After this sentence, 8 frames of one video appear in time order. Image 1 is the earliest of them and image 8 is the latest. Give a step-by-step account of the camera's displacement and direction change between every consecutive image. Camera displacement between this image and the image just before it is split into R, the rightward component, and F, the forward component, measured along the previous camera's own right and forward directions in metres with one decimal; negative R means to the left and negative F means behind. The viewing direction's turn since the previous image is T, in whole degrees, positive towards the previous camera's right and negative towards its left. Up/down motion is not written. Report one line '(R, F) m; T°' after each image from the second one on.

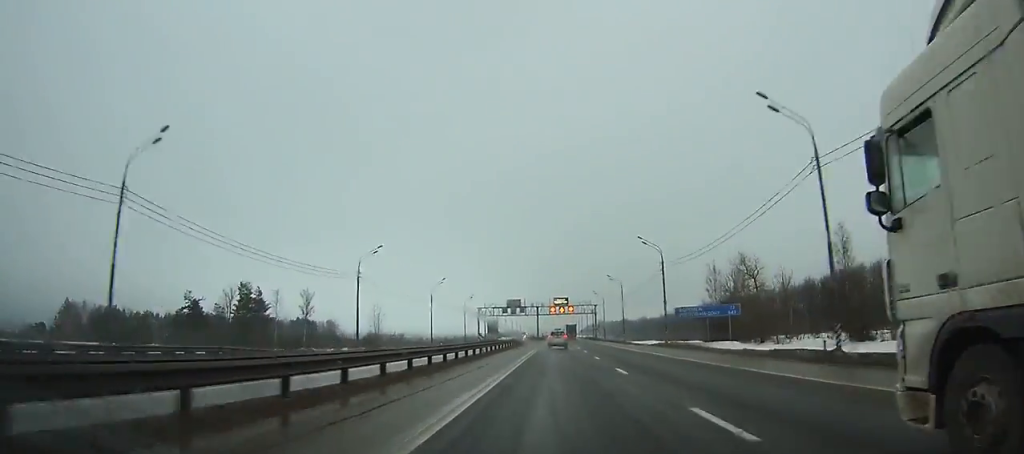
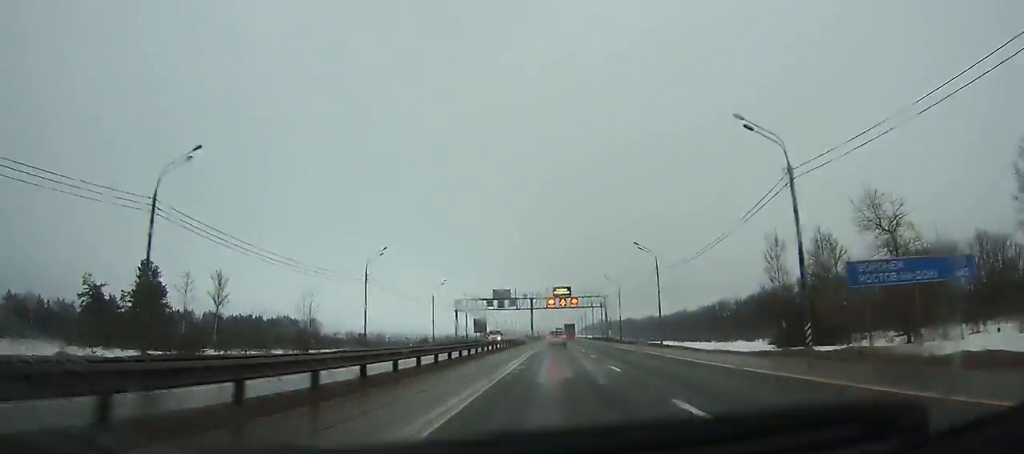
(+0.1, +35.3) m; 0°
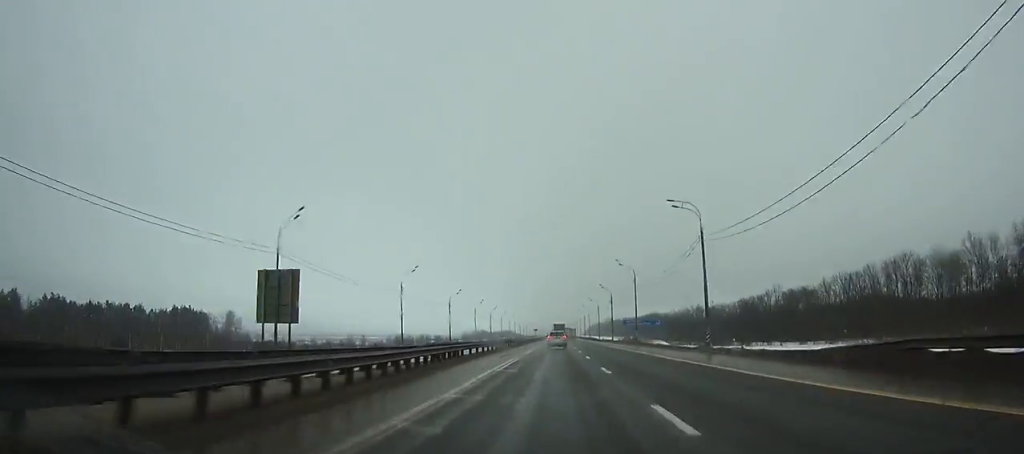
(0.0, +131.4) m; 0°
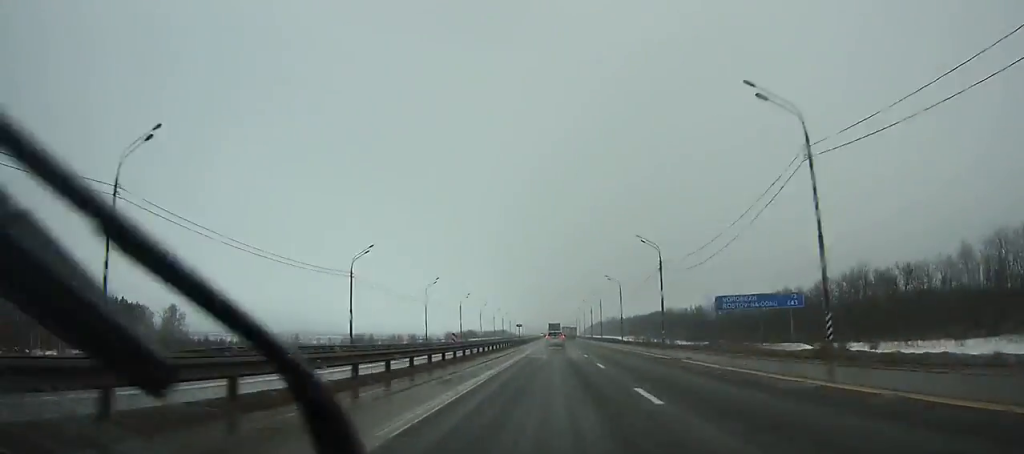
(-0.1, +55.6) m; 0°
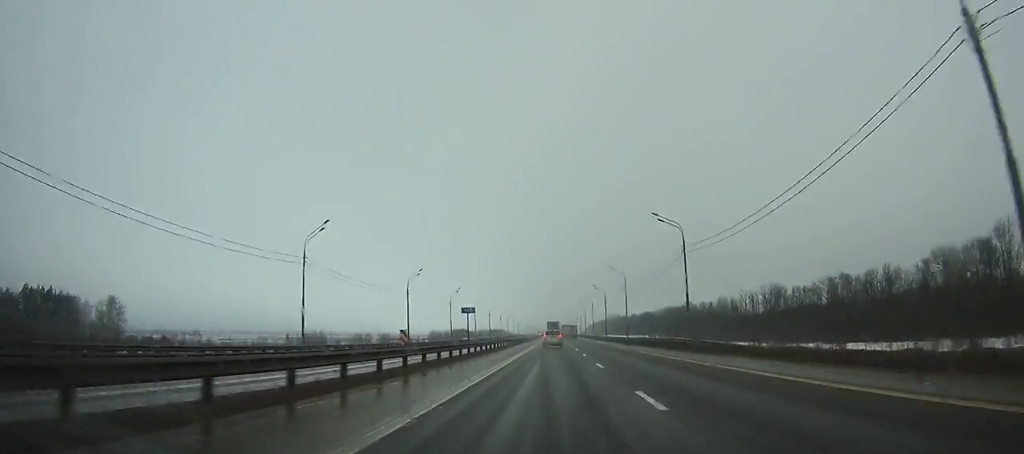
(0.0, +47.5) m; 0°
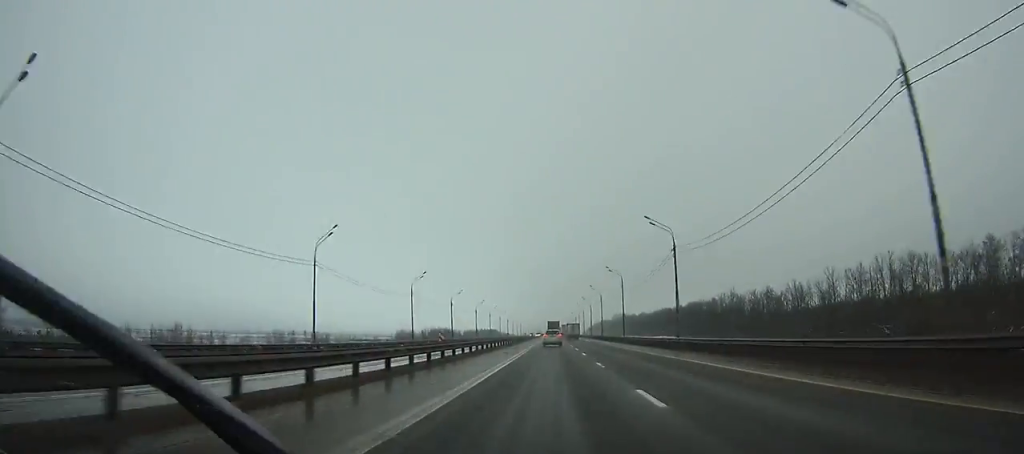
(0.0, +70.1) m; 0°
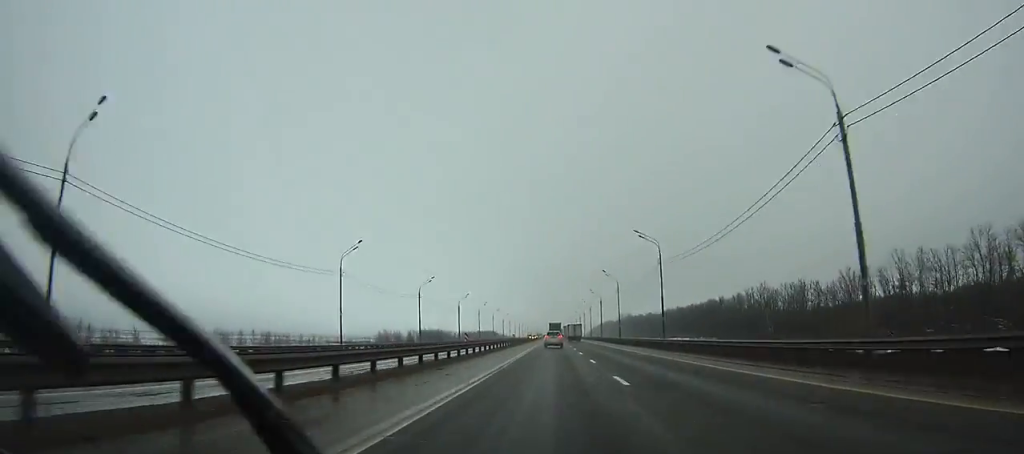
(-0.1, +30.7) m; 0°
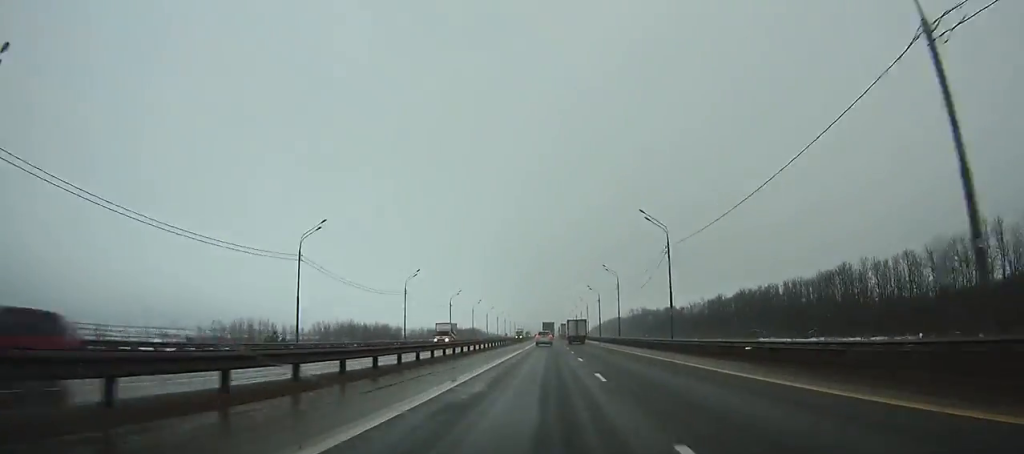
(+0.3, +116.7) m; 0°
